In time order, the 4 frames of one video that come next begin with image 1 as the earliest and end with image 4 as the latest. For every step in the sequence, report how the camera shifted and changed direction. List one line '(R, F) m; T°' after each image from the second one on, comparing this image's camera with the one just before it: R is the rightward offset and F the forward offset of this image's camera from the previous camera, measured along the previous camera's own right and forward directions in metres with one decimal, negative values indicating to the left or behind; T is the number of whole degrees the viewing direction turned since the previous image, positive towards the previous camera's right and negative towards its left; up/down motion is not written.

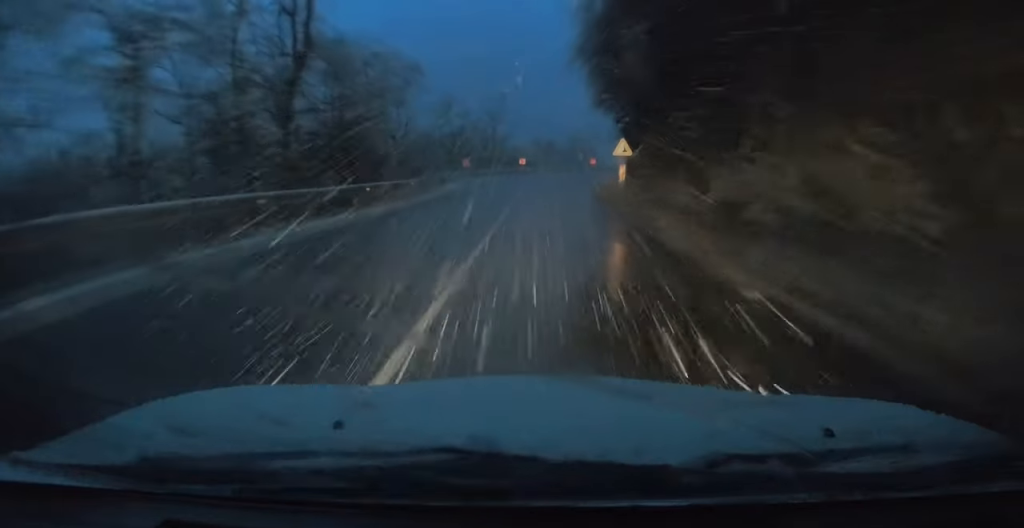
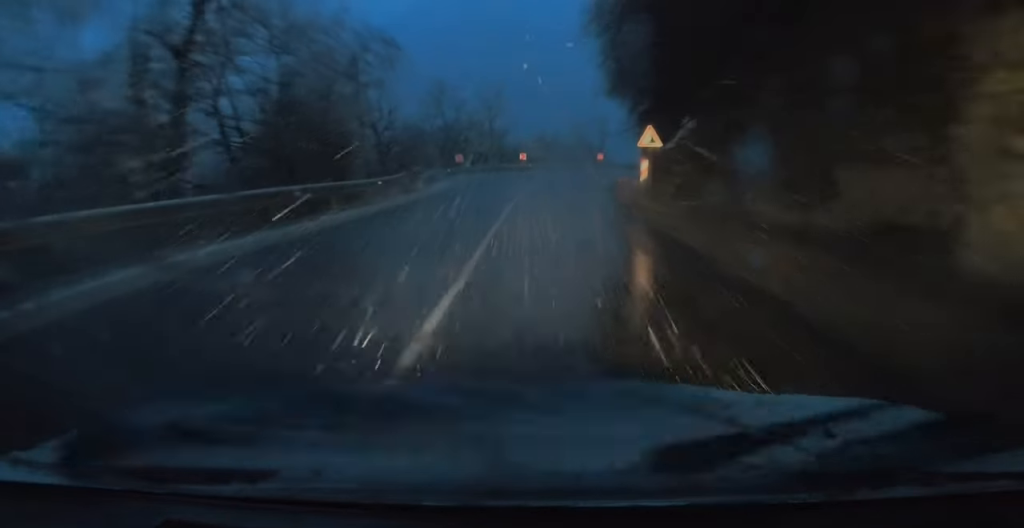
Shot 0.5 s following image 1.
(0.0, +6.1) m; -1°
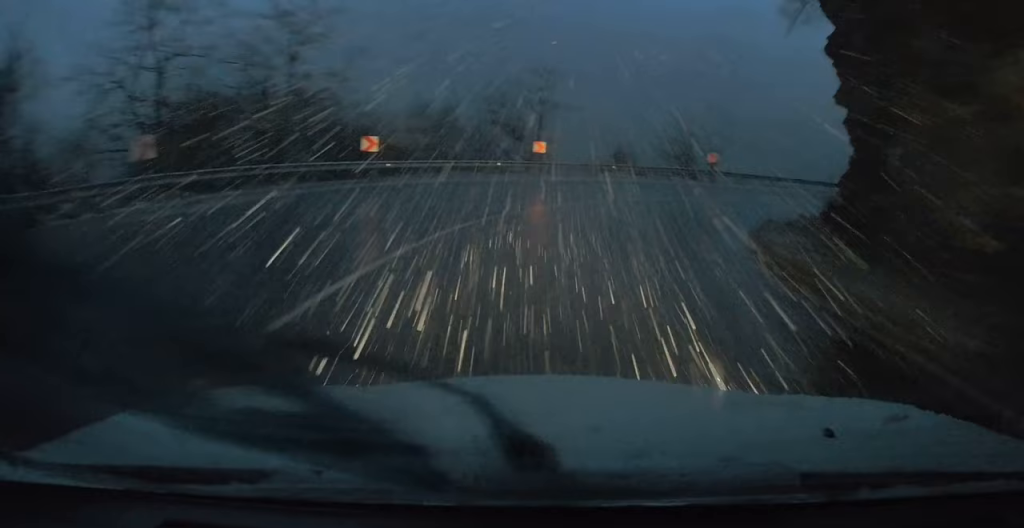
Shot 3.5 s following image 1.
(+2.4, +34.7) m; +18°
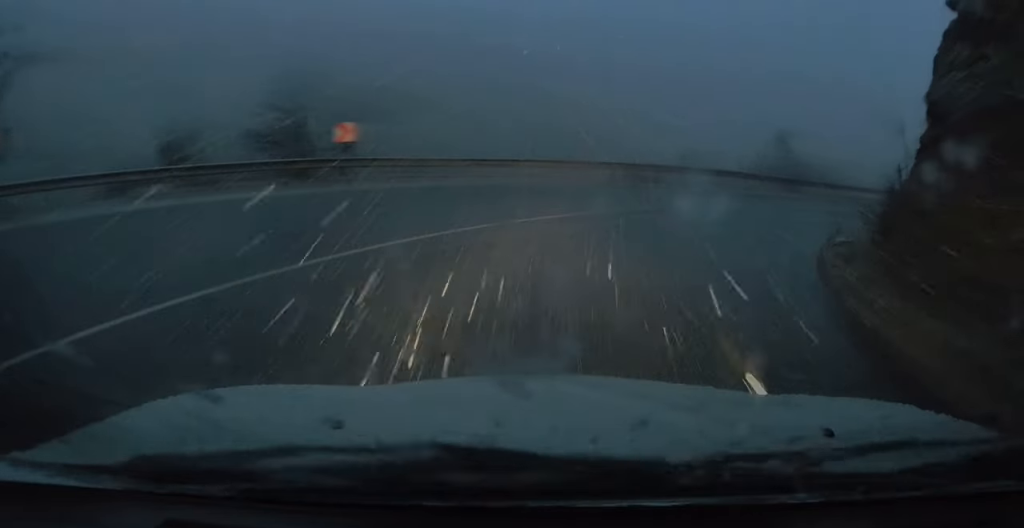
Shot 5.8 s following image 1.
(+5.9, +19.1) m; +40°
